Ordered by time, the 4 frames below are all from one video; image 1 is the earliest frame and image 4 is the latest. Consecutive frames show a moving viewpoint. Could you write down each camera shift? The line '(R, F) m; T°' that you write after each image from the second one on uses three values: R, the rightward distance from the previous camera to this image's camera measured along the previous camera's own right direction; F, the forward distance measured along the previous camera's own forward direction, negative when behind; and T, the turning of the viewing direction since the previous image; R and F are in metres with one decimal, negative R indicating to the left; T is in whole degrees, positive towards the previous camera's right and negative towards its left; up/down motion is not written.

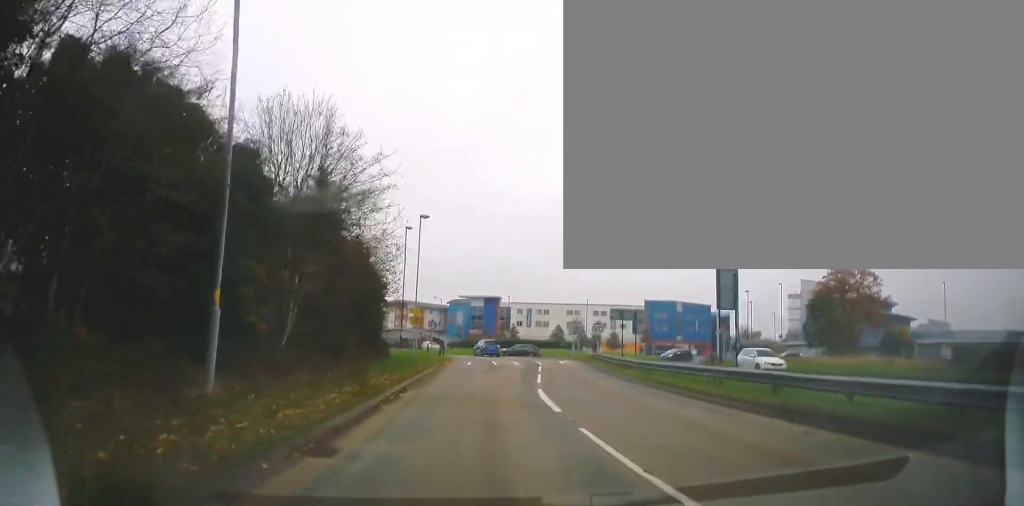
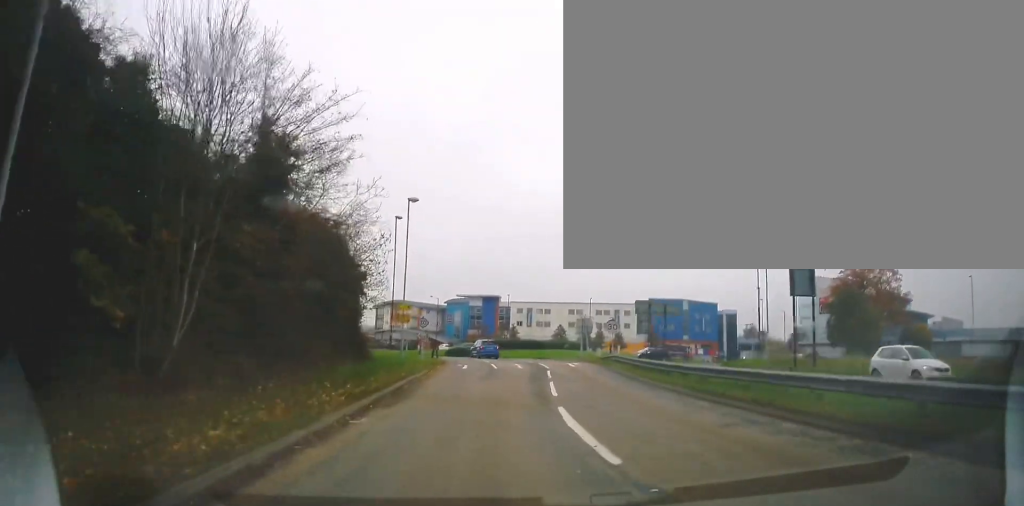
(0.0, +5.7) m; 0°
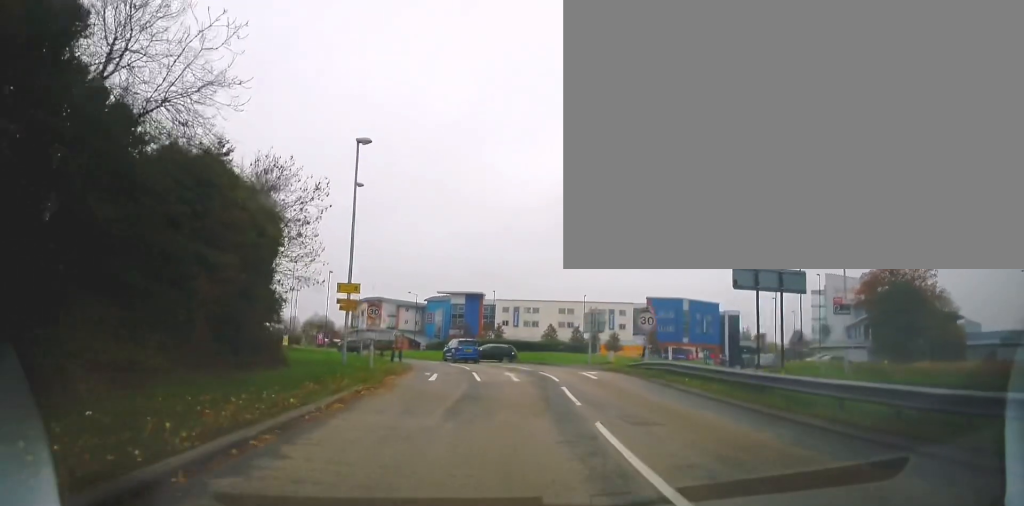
(-0.1, +11.6) m; -1°
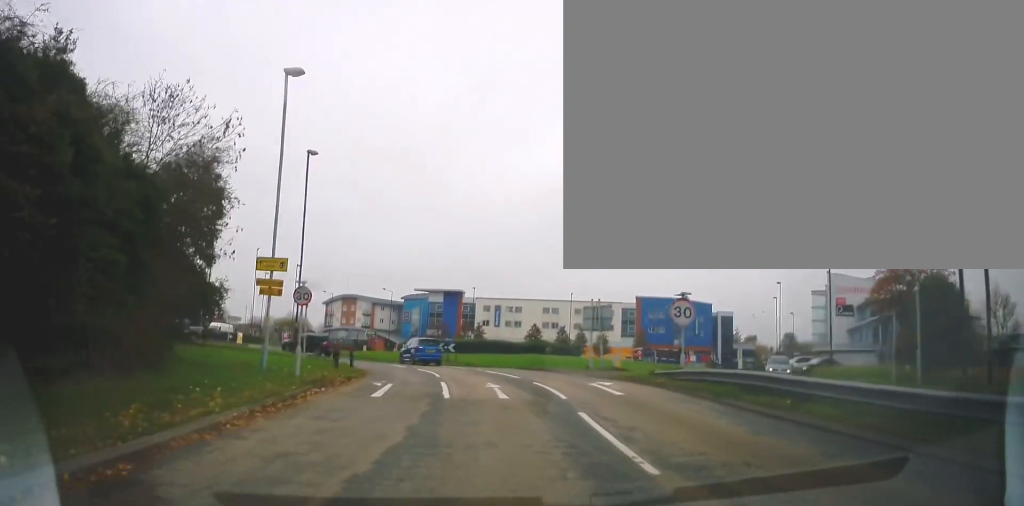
(+0.2, +7.8) m; +4°
